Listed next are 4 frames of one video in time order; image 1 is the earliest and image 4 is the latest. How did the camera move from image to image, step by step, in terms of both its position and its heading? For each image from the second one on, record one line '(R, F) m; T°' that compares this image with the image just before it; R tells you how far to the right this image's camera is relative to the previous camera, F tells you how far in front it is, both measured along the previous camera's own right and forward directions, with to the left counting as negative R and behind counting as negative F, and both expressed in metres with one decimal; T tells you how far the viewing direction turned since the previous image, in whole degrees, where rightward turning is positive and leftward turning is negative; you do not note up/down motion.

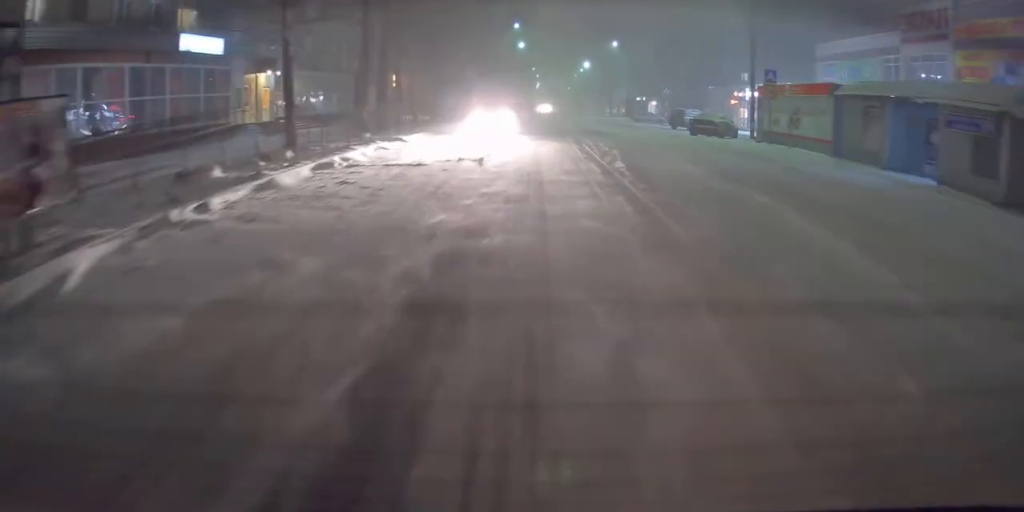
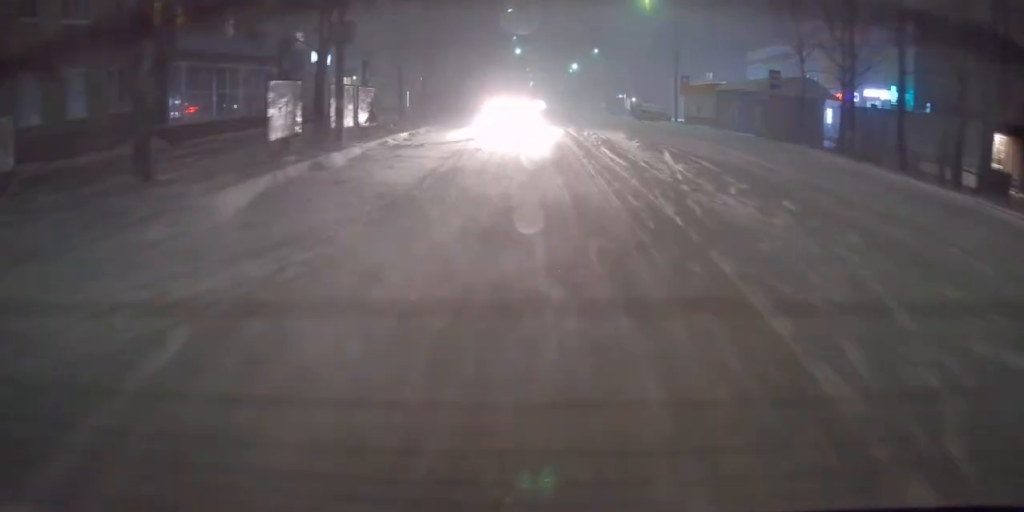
(-0.2, +17.2) m; 0°
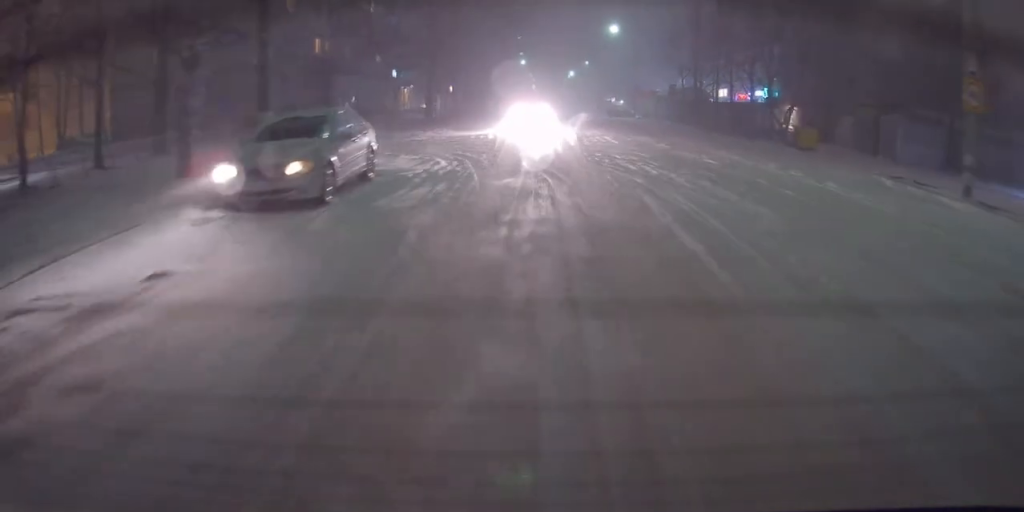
(0.0, +23.3) m; -2°
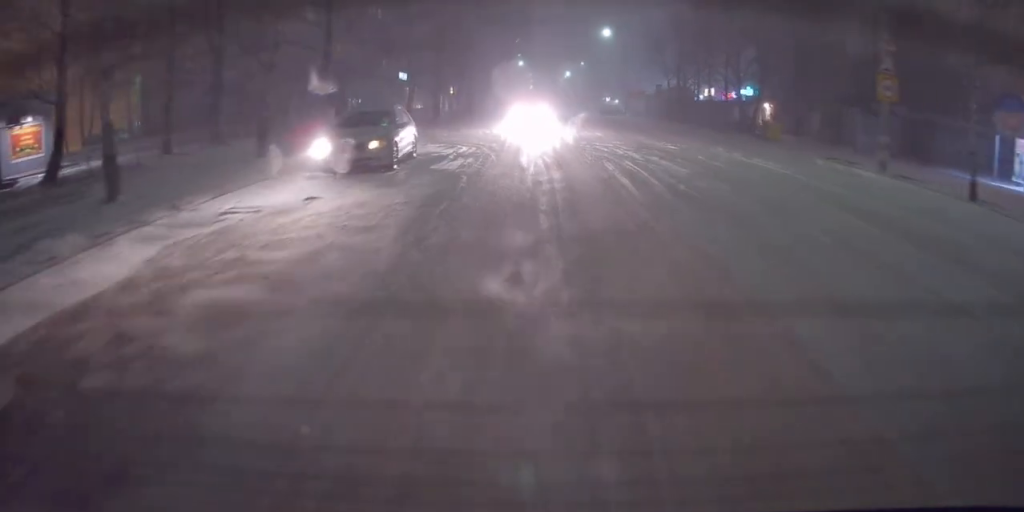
(0.0, +4.3) m; 0°
